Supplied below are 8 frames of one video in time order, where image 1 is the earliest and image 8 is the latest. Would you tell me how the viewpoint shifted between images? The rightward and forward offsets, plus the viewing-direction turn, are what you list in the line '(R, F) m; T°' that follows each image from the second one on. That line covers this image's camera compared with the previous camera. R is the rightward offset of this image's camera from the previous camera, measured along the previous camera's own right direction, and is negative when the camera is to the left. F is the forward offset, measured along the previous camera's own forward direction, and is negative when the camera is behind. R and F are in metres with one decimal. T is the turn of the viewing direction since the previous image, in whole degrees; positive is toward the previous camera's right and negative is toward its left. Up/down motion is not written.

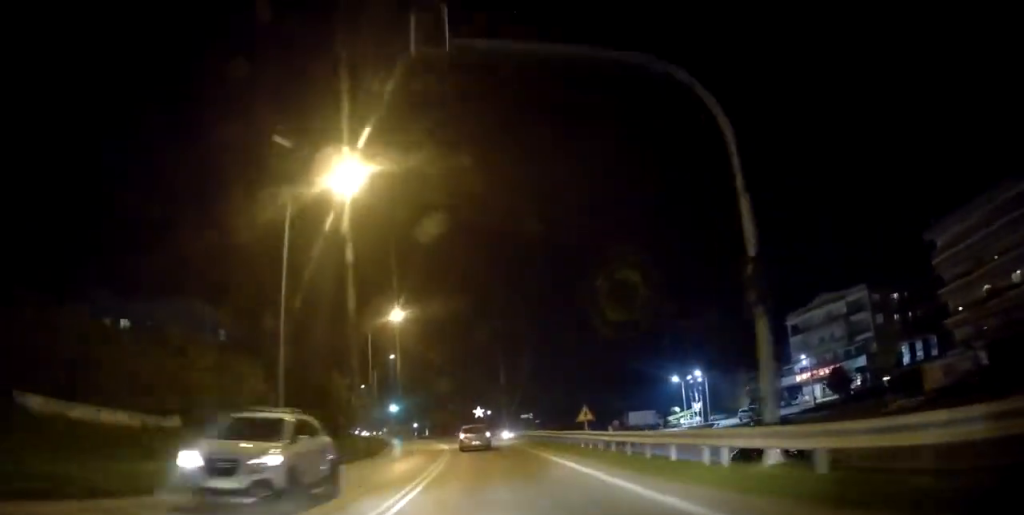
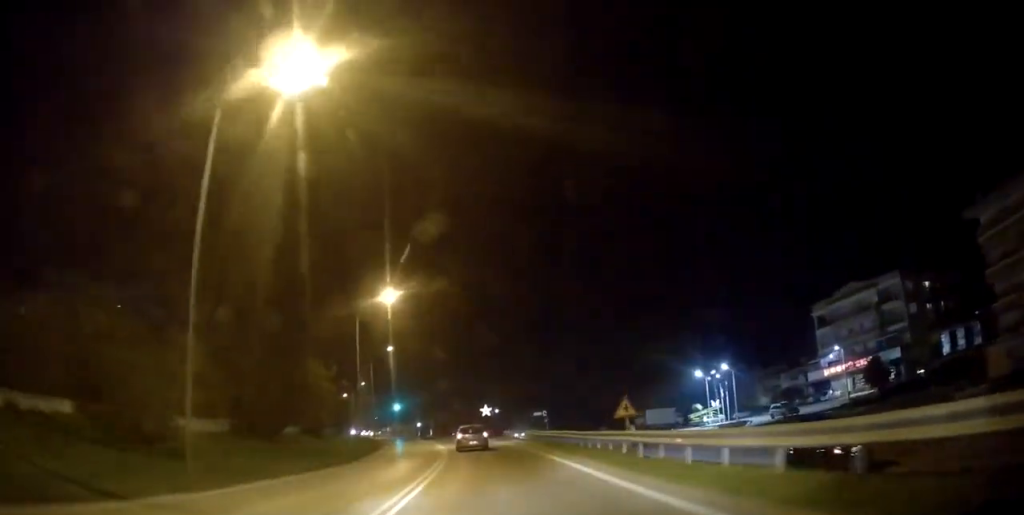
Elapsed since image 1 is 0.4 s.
(0.0, +6.5) m; -1°
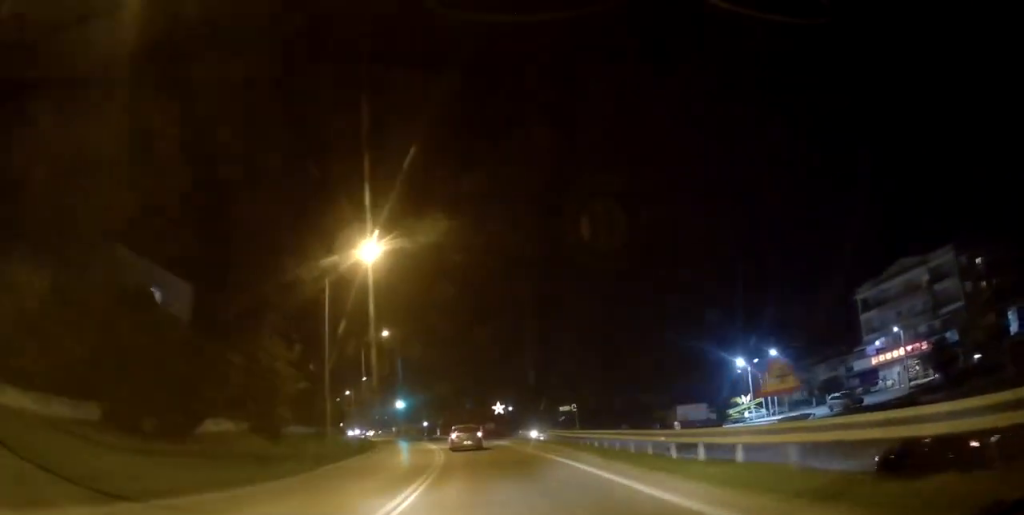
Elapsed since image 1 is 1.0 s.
(+0.1, +9.7) m; -1°
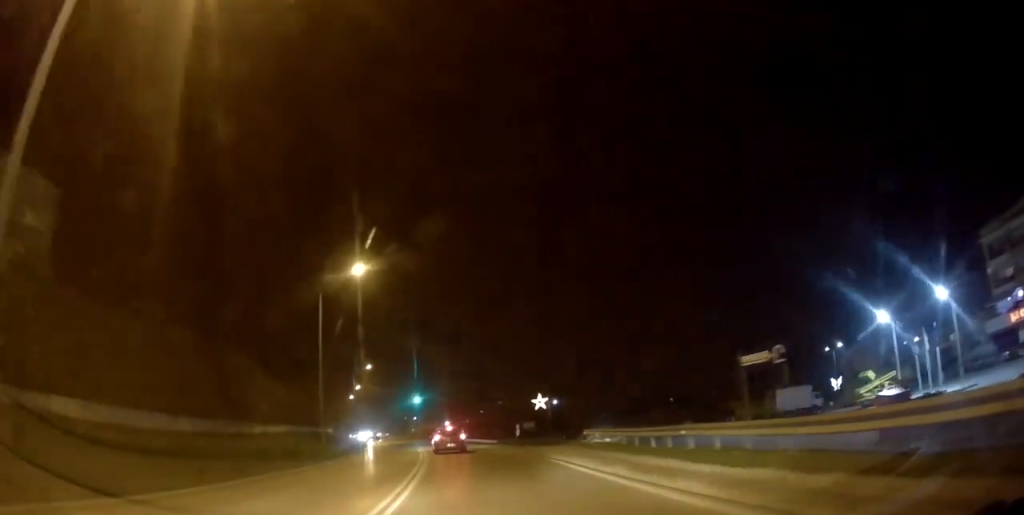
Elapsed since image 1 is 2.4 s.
(-0.7, +21.8) m; -4°
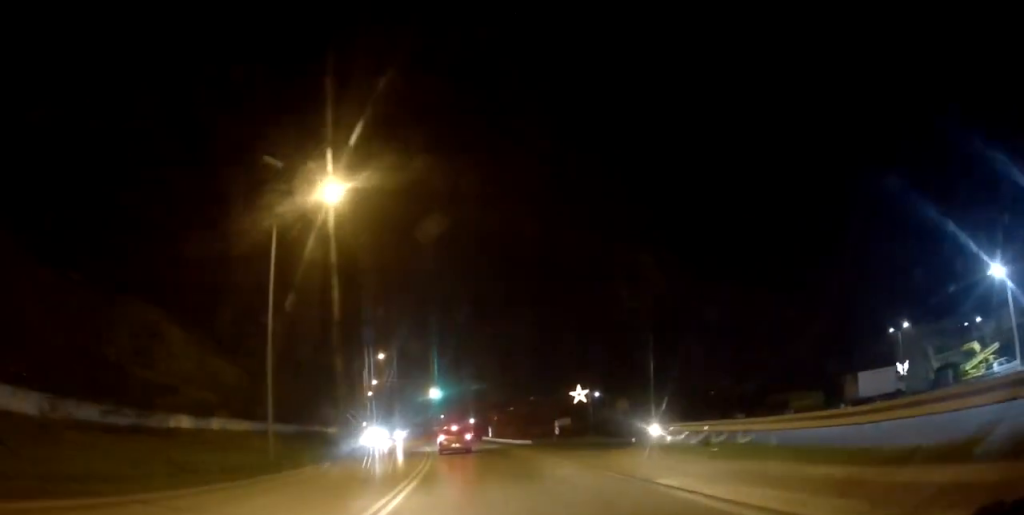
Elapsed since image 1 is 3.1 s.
(+0.2, +10.8) m; -3°
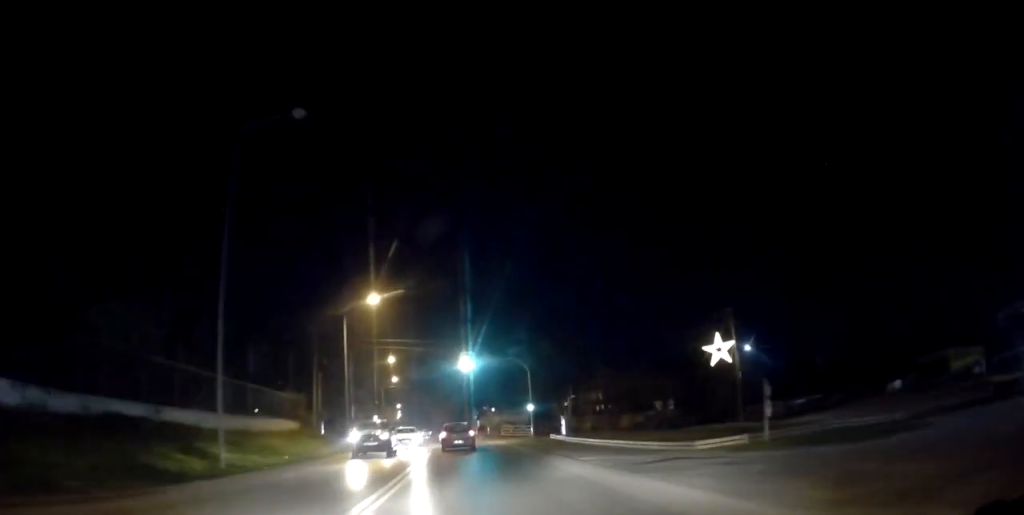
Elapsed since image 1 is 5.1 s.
(-1.0, +29.3) m; -4°
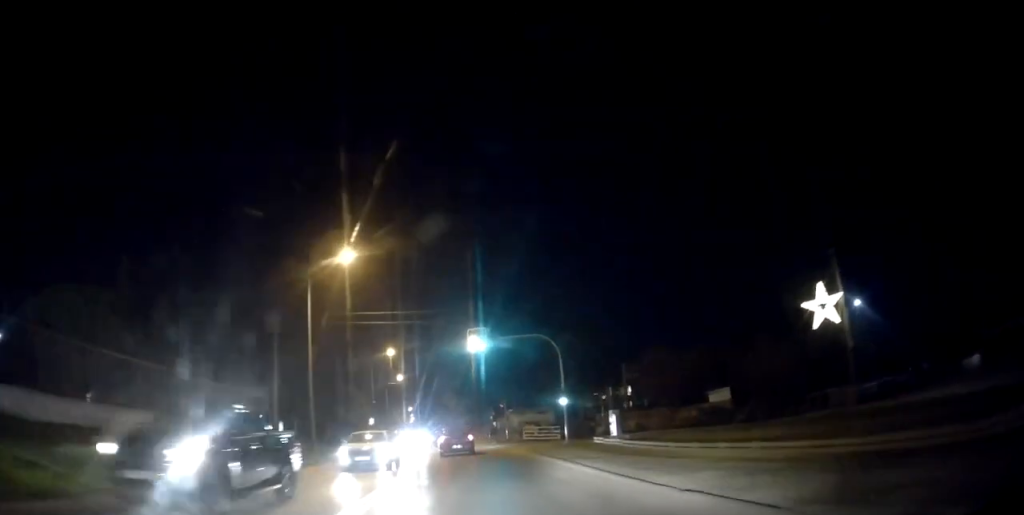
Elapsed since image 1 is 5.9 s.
(-0.9, +11.4) m; -3°
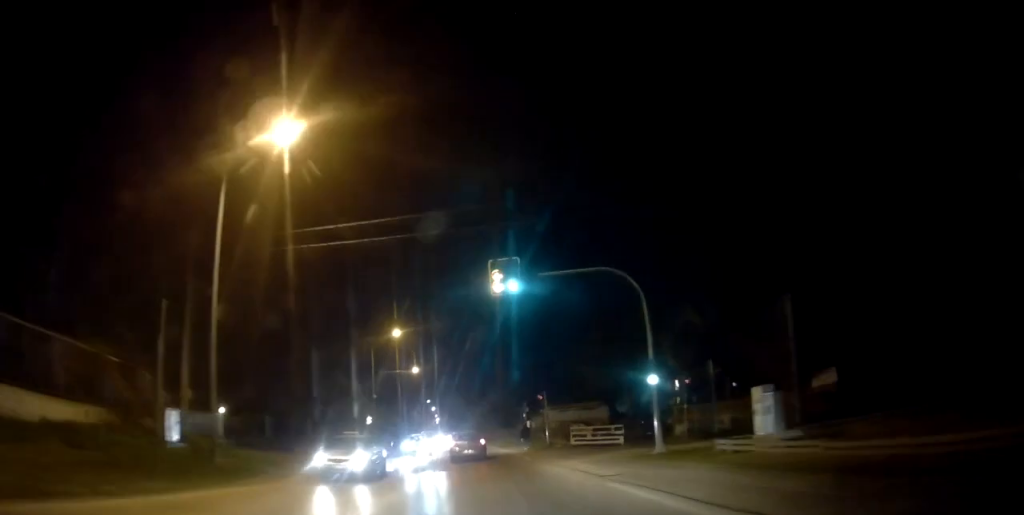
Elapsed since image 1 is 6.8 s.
(-0.1, +13.7) m; -1°
